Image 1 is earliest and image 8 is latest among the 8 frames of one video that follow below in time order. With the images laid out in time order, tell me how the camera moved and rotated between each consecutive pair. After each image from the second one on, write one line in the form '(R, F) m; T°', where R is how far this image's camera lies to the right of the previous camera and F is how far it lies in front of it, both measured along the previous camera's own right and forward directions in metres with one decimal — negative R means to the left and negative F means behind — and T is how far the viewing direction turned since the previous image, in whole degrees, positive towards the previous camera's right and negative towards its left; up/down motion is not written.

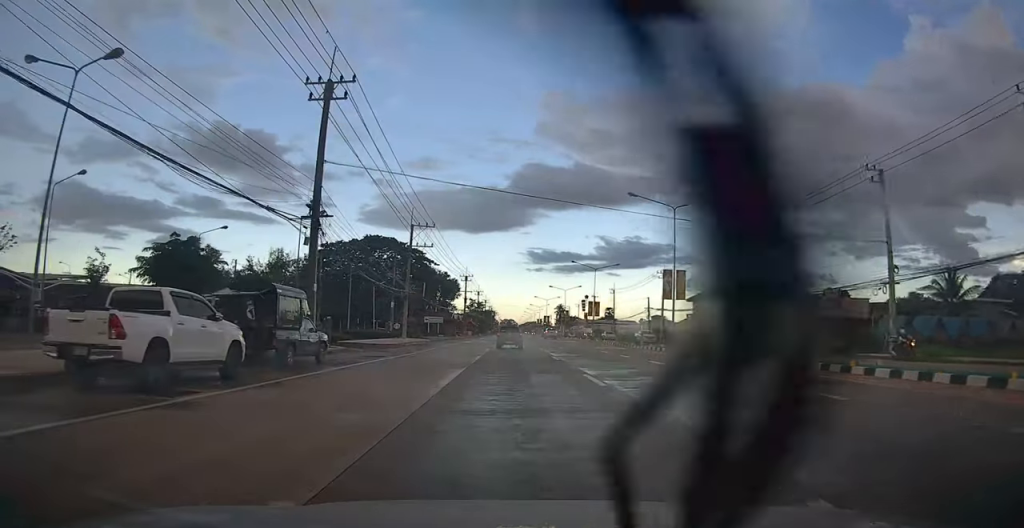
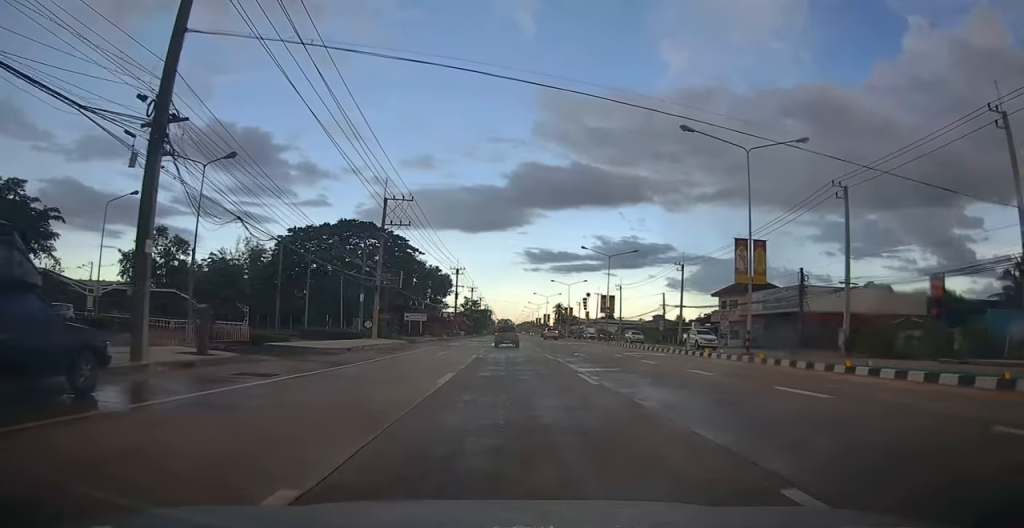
(+0.2, +11.8) m; -1°
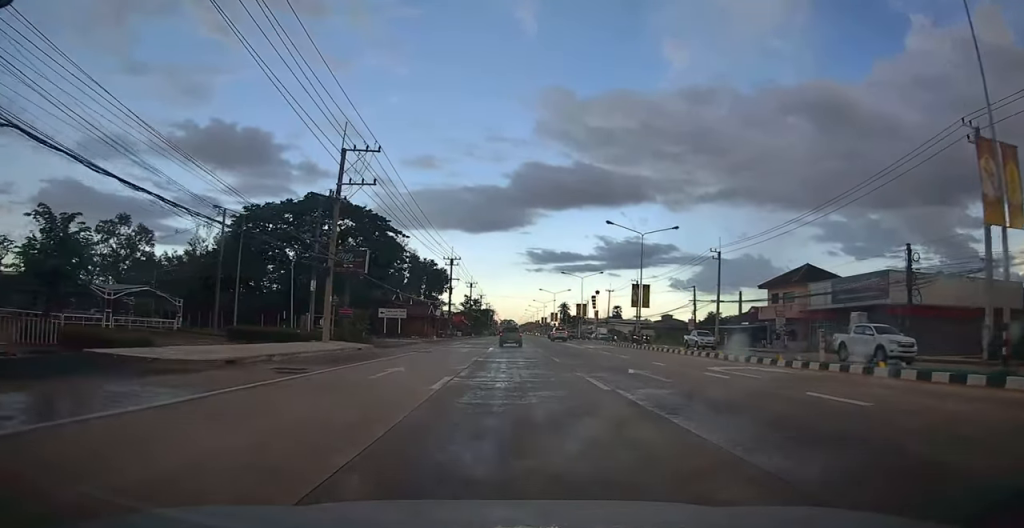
(-0.6, +13.4) m; -2°
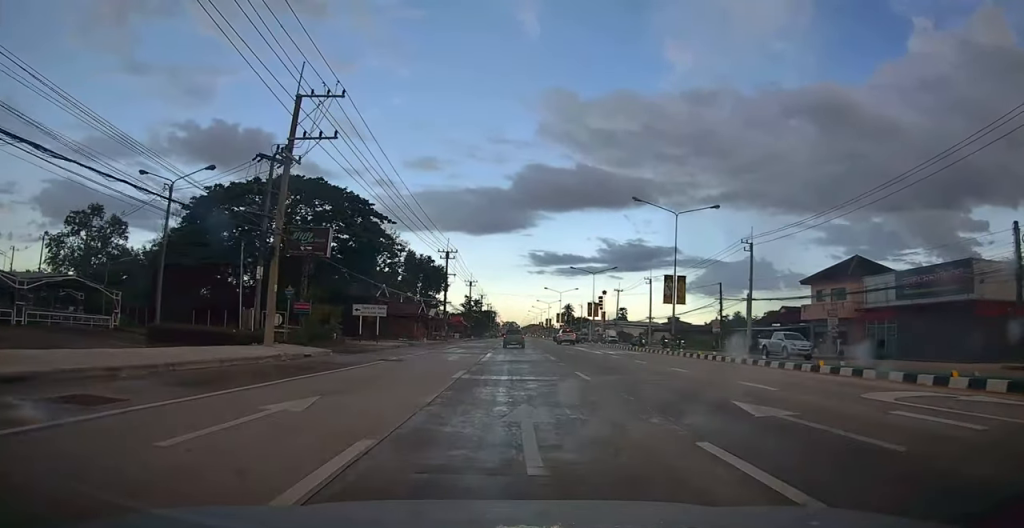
(-0.1, +8.7) m; +1°
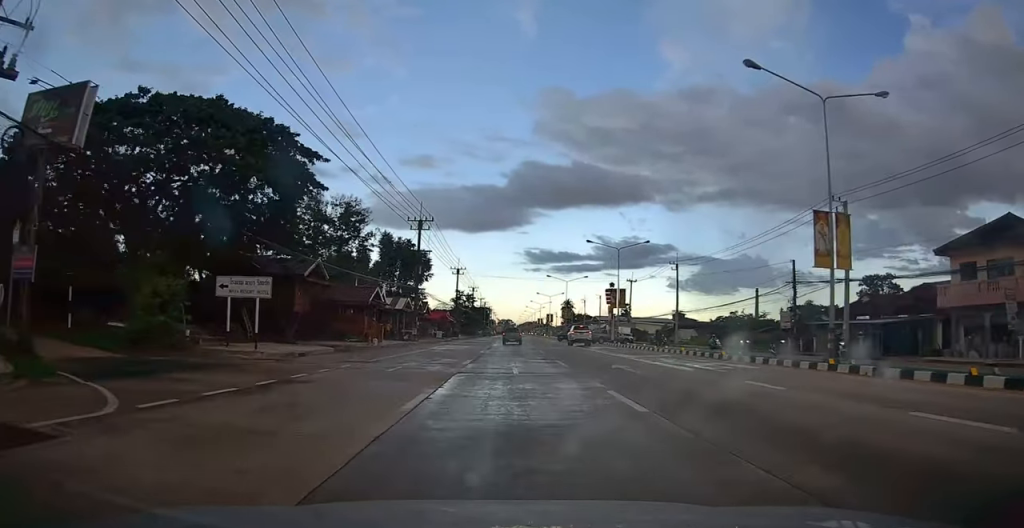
(+0.8, +19.1) m; +2°
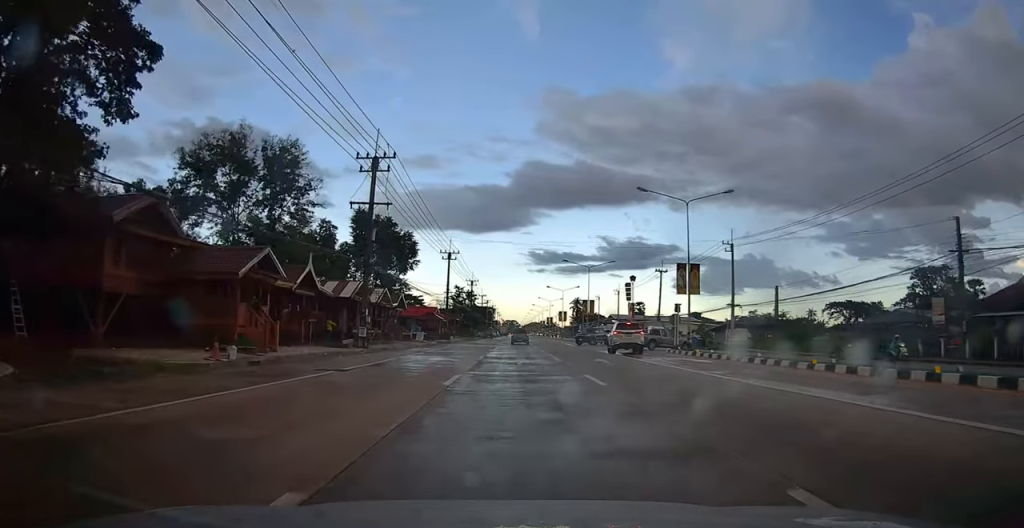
(-0.1, +19.8) m; -1°
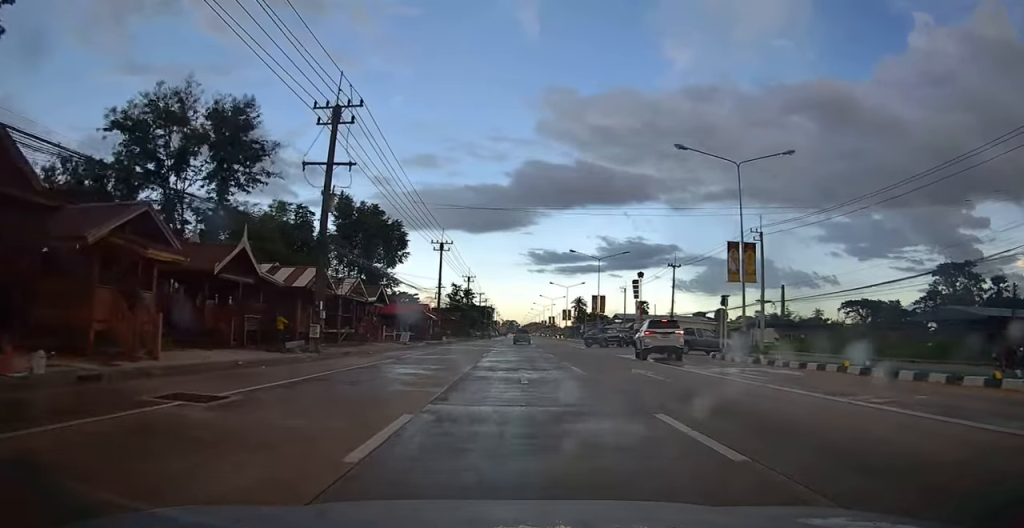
(0.0, +8.1) m; 0°
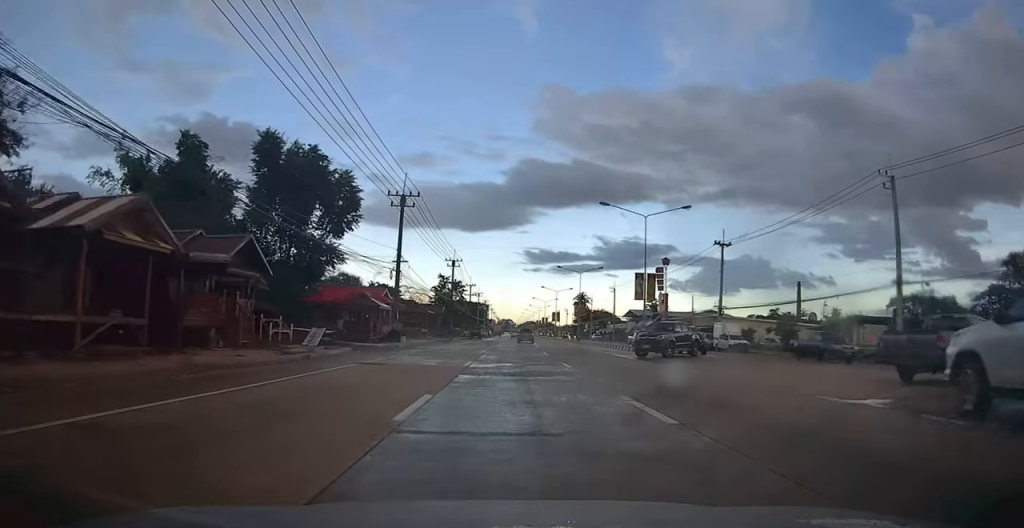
(-0.1, +22.2) m; -1°
